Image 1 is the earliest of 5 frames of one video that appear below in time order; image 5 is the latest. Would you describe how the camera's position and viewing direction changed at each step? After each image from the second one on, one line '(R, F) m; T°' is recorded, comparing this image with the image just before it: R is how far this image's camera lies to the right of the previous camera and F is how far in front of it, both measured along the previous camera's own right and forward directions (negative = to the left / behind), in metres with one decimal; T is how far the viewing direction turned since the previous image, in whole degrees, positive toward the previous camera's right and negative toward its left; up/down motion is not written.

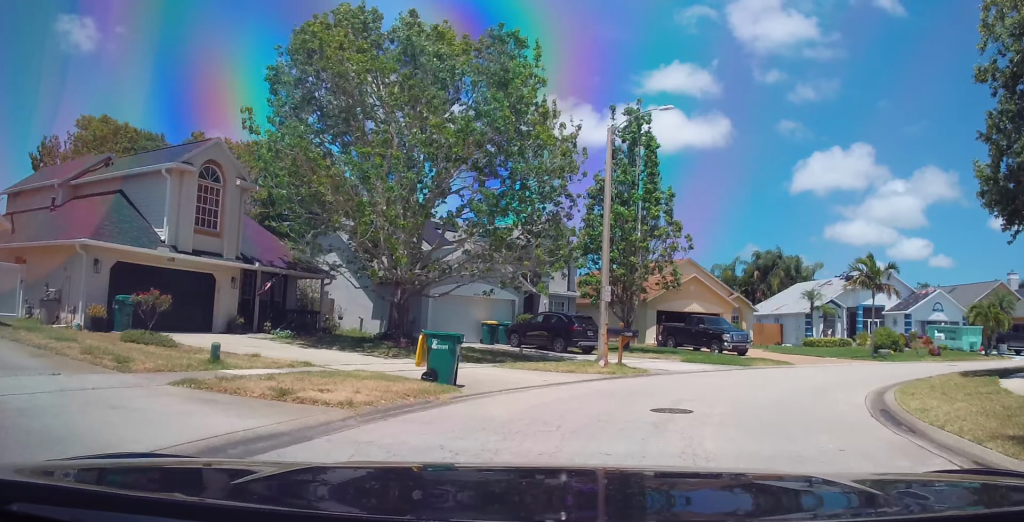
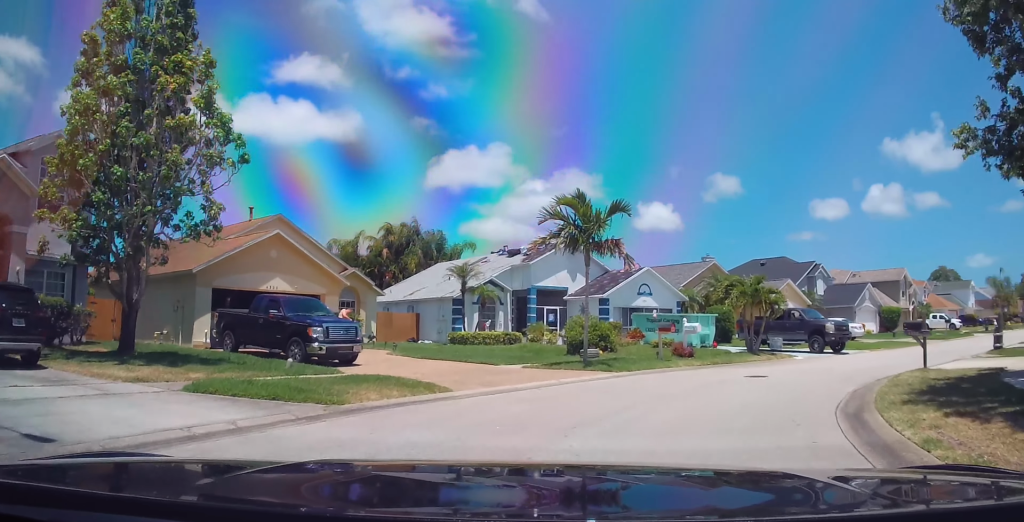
(+2.3, +15.3) m; +24°
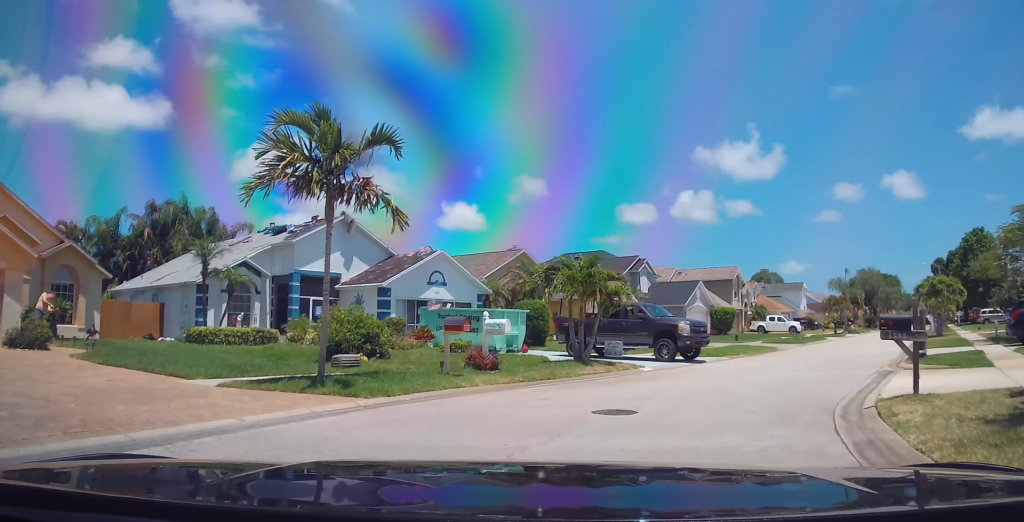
(+1.2, +7.4) m; +16°
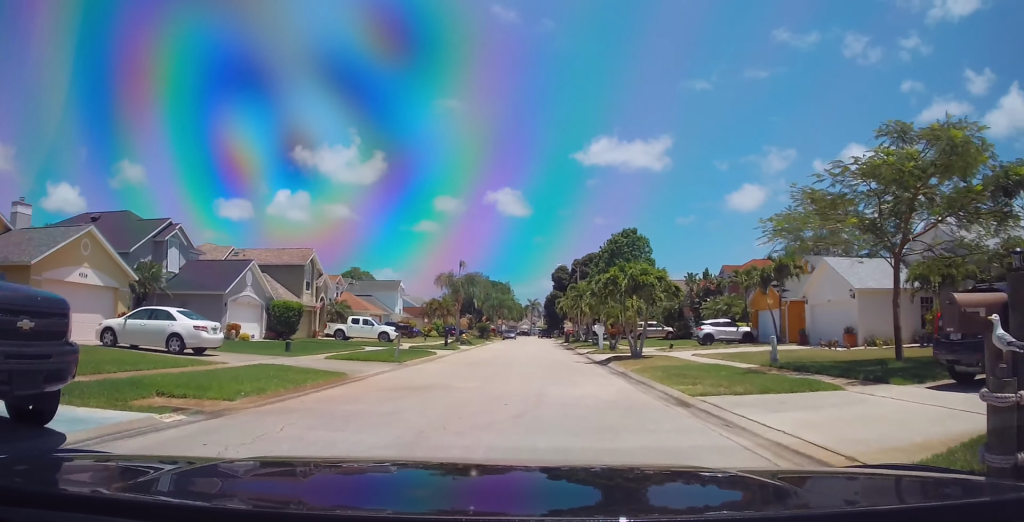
(+5.9, +14.7) m; +37°
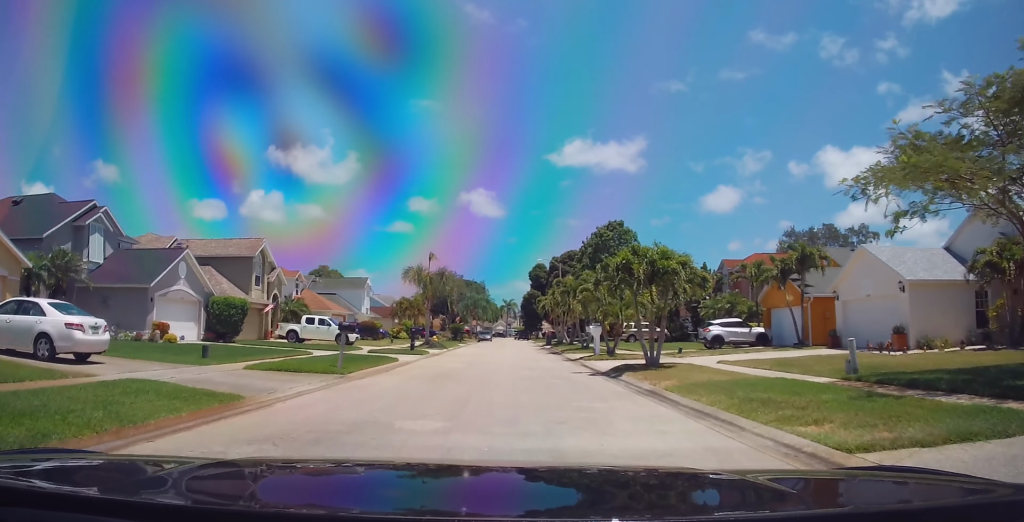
(0.0, +5.8) m; +3°
